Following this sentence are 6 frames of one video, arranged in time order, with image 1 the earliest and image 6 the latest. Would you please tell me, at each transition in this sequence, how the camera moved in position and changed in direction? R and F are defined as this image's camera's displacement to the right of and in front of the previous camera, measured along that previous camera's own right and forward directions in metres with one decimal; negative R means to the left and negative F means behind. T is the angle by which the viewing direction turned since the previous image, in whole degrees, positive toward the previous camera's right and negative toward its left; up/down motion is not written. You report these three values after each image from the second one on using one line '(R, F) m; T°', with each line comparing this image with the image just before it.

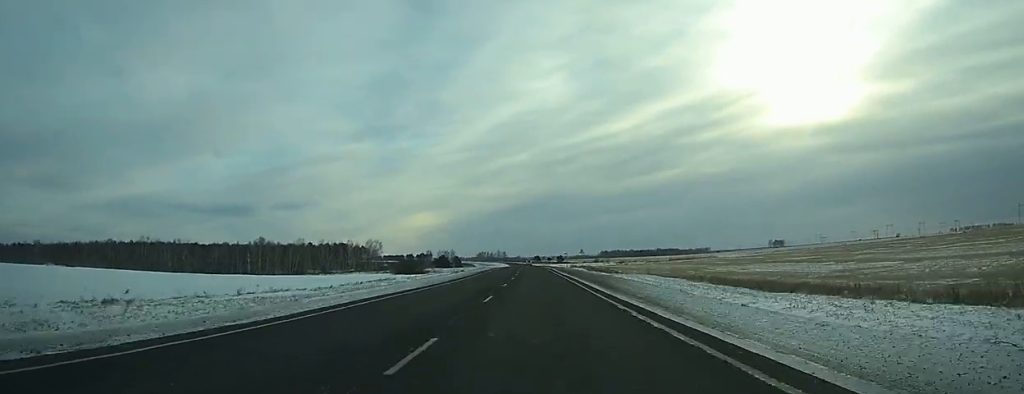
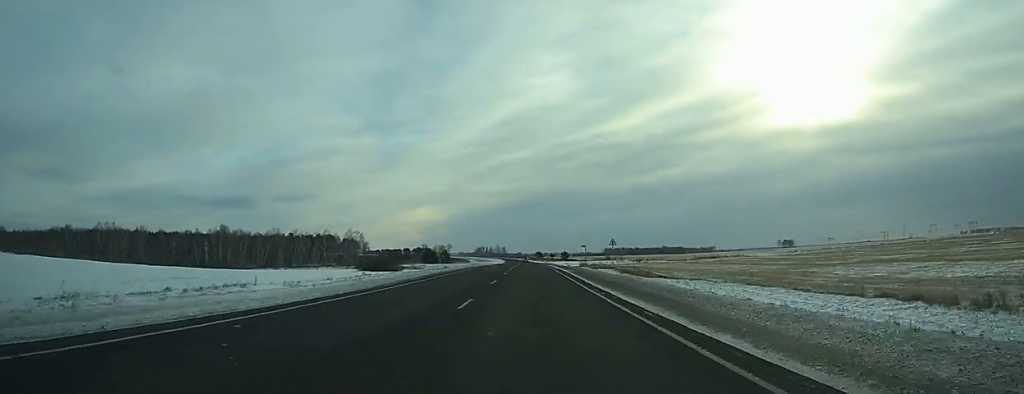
(-0.2, +36.0) m; 0°
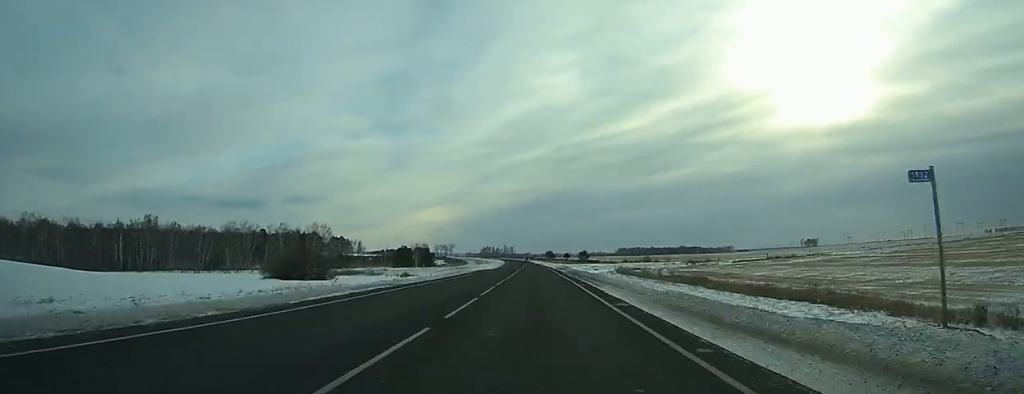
(-0.3, +56.1) m; 0°
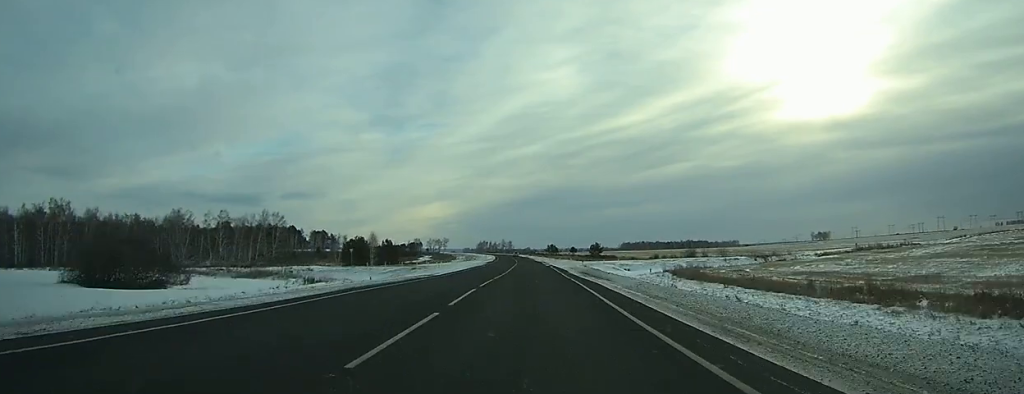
(-0.1, +43.5) m; 0°
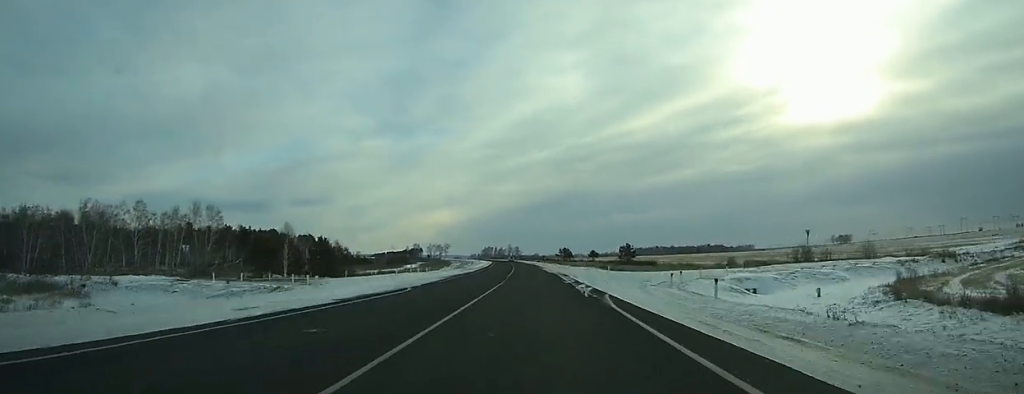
(-0.1, +46.2) m; -1°
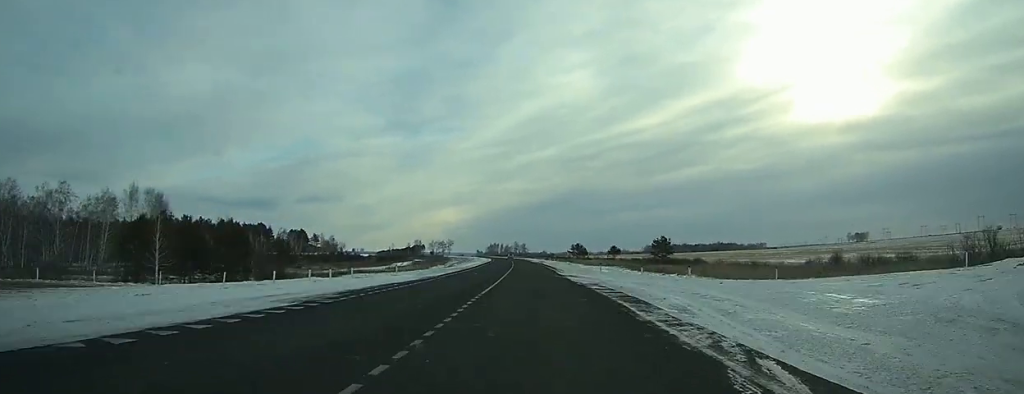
(-0.2, +29.9) m; -1°
